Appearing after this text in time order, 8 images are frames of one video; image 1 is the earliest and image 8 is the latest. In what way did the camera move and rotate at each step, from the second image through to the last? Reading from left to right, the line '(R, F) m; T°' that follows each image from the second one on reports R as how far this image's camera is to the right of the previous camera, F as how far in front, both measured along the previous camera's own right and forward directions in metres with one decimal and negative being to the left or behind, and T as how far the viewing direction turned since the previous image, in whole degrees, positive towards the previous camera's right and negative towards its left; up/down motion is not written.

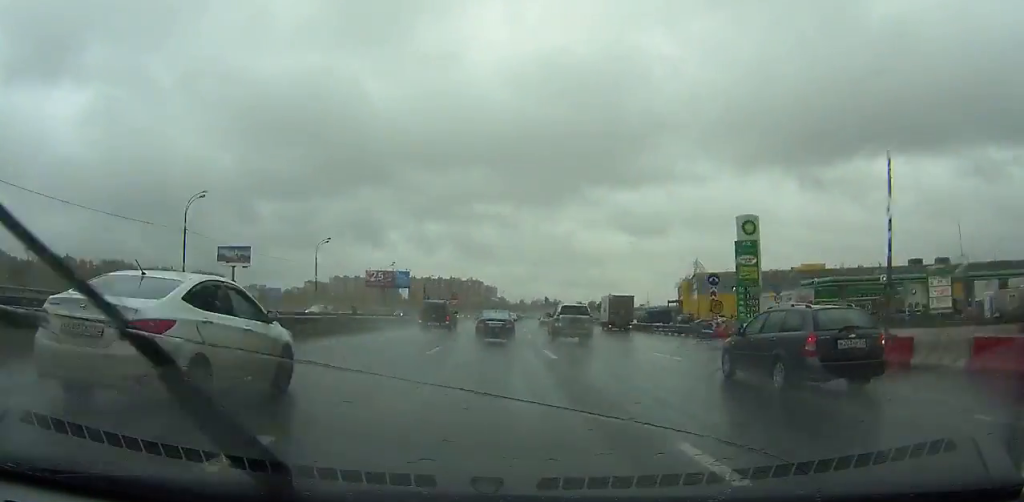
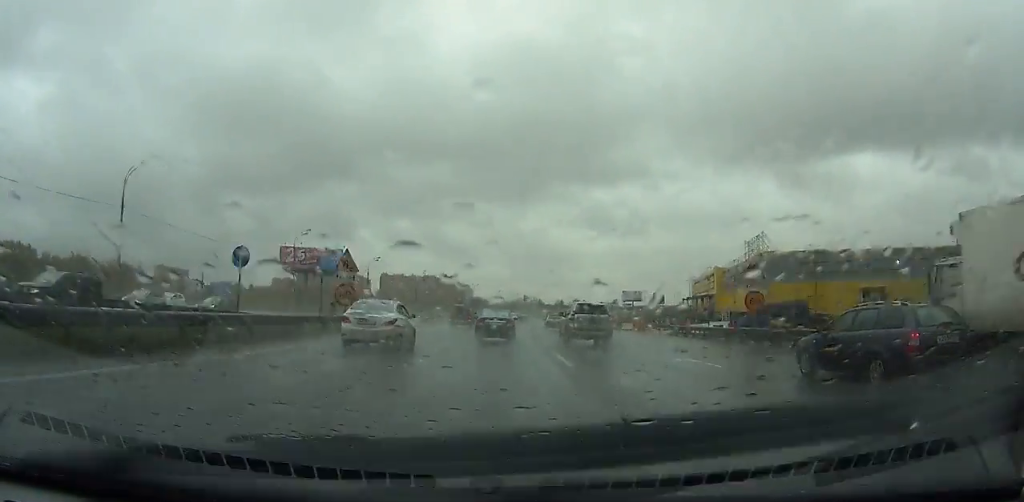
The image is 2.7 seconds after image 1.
(+1.0, +47.4) m; +2°
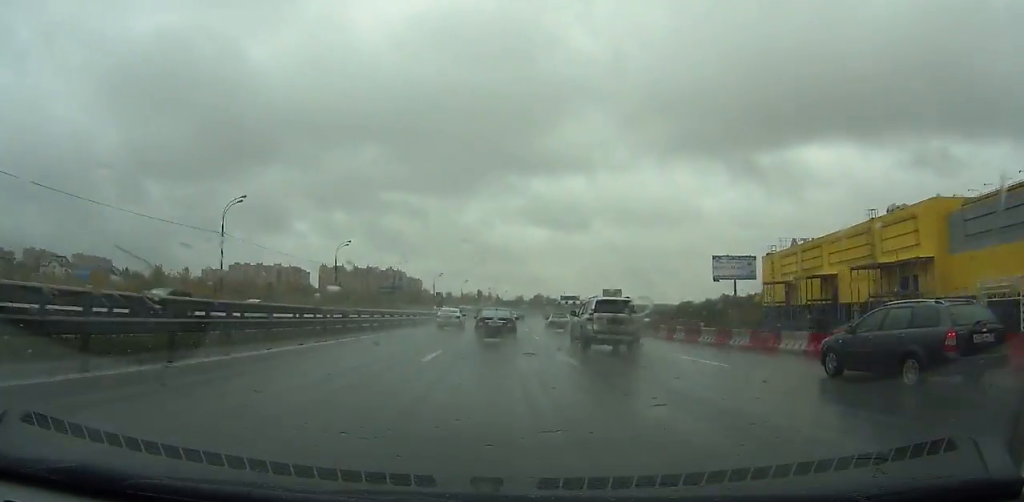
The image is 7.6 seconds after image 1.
(+2.8, +91.7) m; +4°
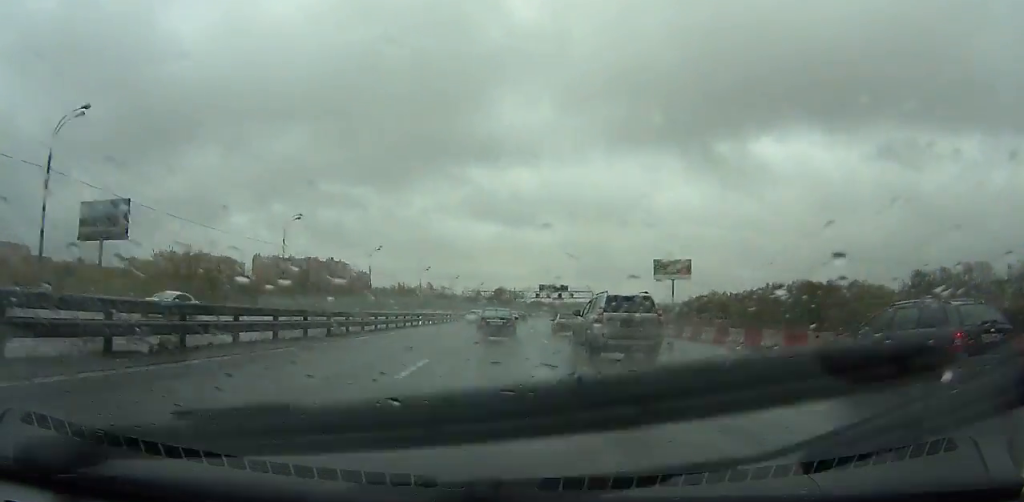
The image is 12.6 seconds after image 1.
(+3.8, +99.6) m; +4°
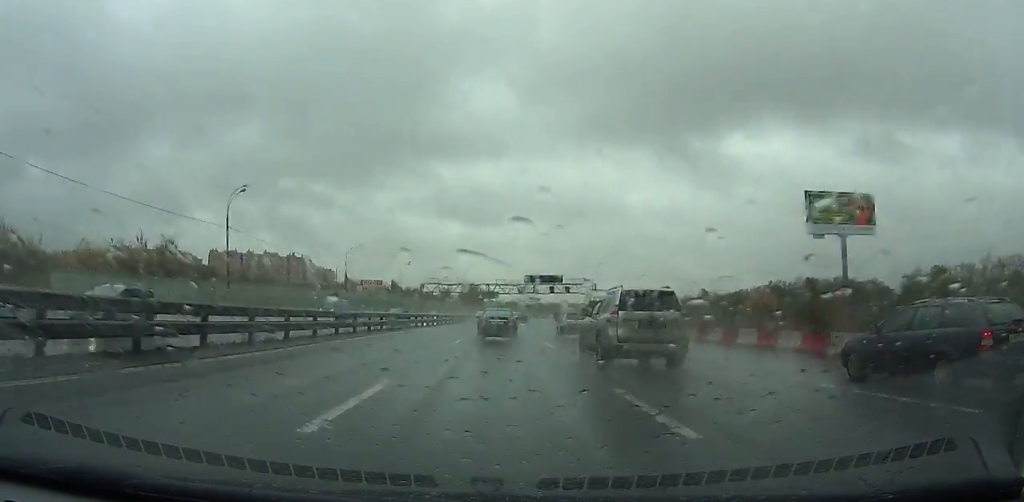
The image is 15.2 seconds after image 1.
(+1.1, +52.5) m; +2°
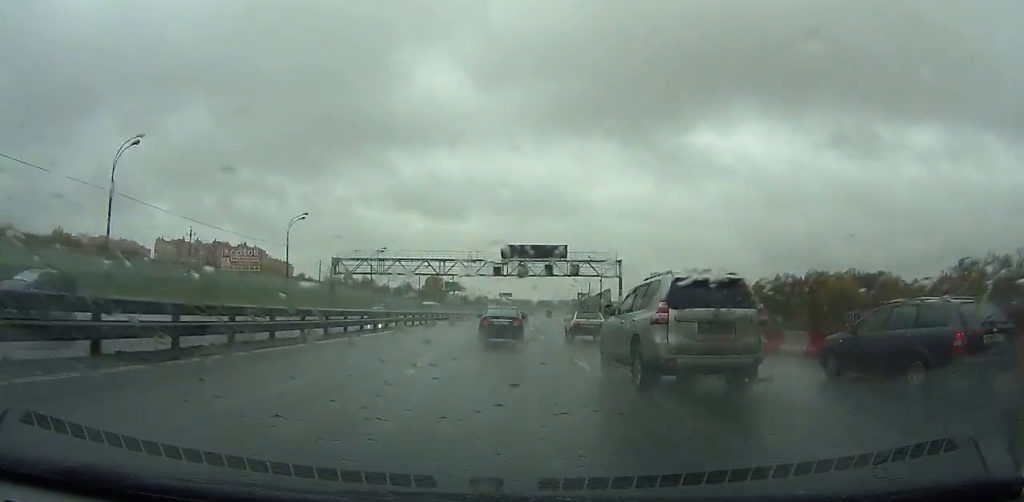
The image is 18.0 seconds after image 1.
(+1.5, +55.9) m; +3°
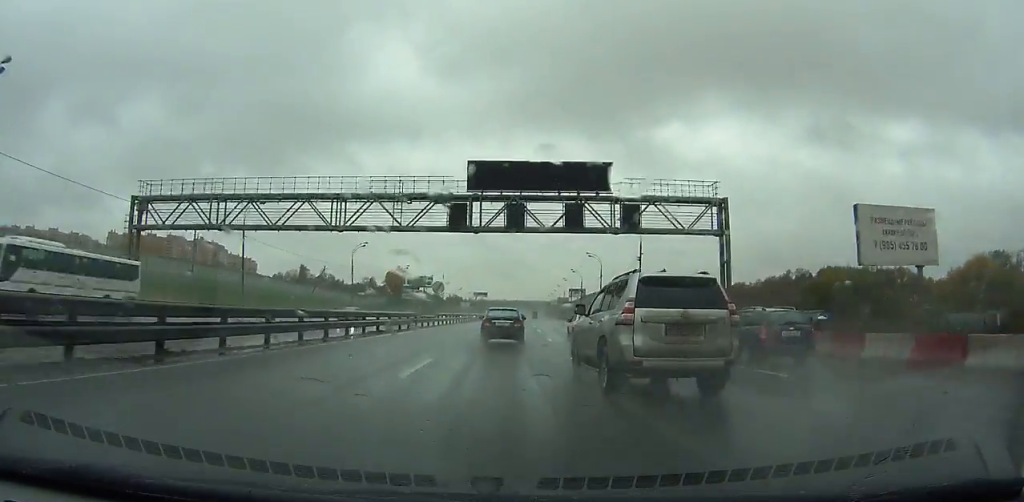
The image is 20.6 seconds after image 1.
(+1.1, +50.9) m; +3°
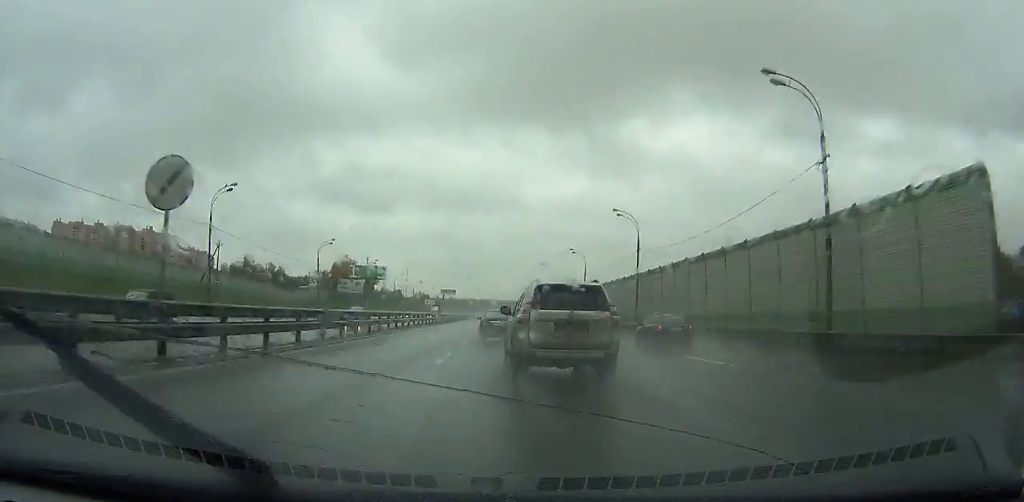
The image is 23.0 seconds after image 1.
(+0.8, +46.0) m; +2°
